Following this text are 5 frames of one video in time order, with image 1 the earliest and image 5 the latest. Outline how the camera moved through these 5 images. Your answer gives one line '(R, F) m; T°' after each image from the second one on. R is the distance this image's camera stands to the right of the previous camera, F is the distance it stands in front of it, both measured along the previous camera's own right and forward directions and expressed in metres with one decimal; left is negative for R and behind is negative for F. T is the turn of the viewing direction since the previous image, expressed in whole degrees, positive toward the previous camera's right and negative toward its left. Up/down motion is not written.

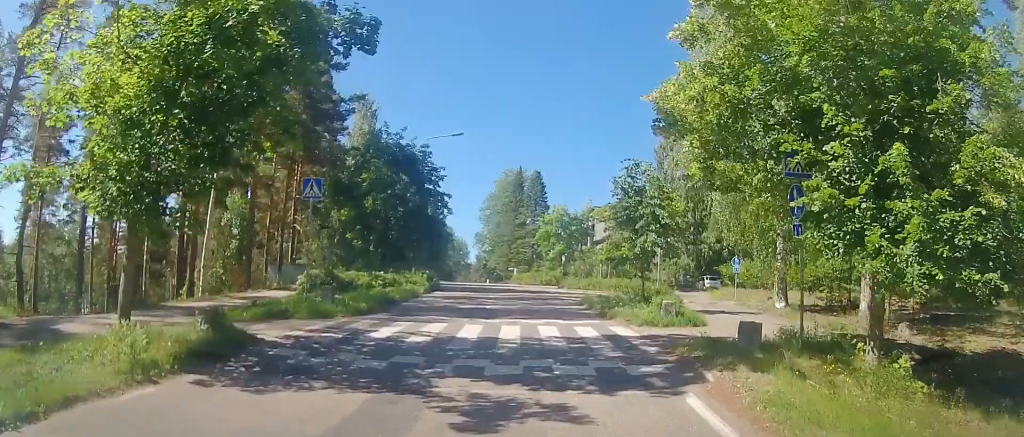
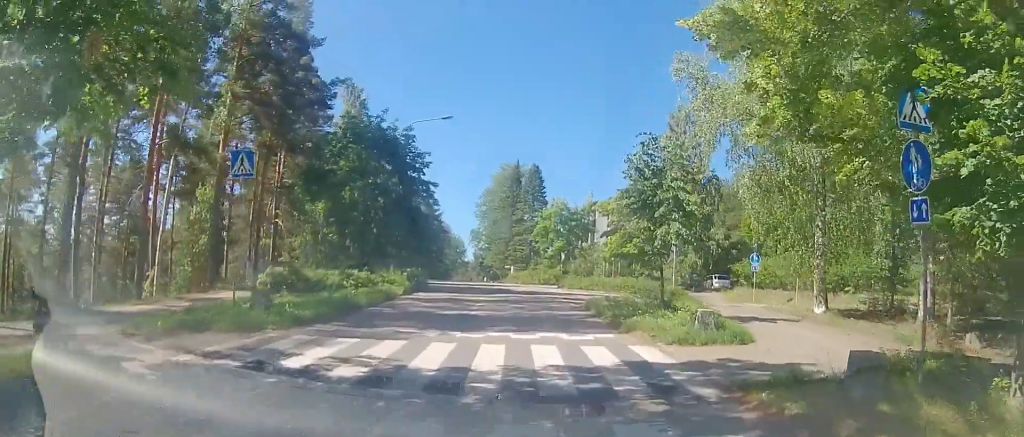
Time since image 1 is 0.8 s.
(0.0, +4.0) m; -1°
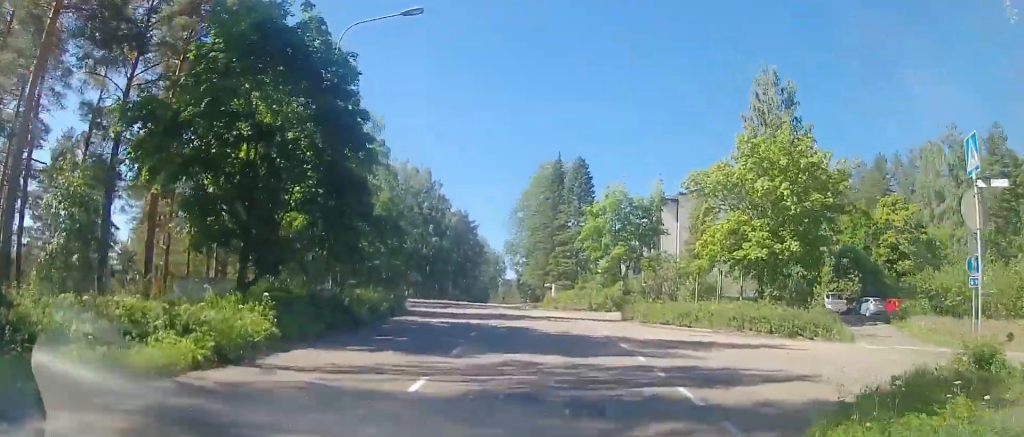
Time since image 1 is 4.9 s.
(-1.5, +15.6) m; -10°
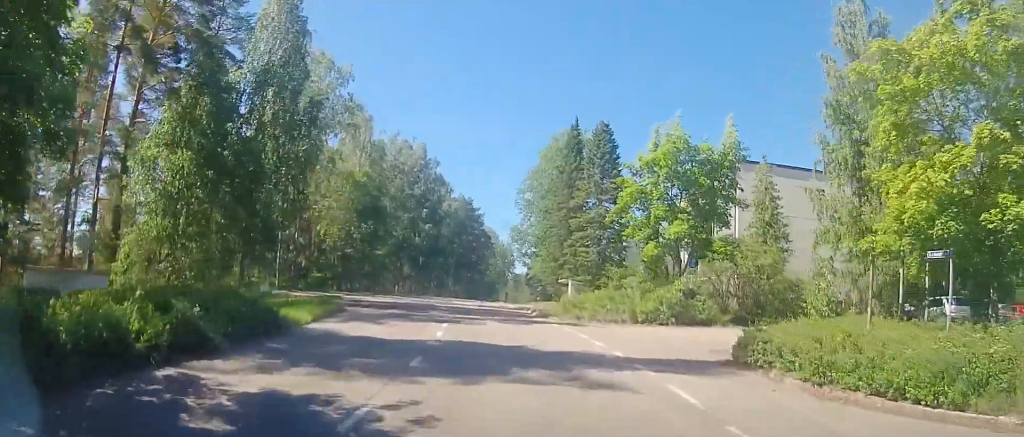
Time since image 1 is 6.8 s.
(+1.0, +11.6) m; +7°
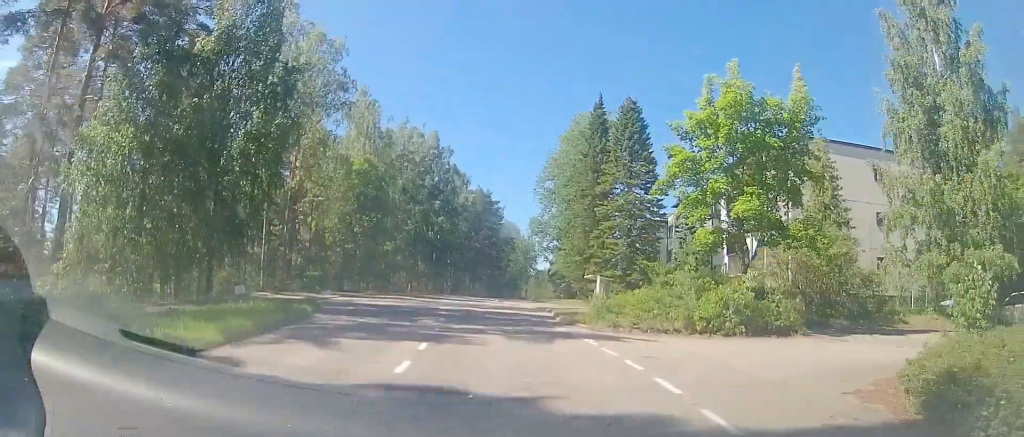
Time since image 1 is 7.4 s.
(-0.1, +5.1) m; -5°
